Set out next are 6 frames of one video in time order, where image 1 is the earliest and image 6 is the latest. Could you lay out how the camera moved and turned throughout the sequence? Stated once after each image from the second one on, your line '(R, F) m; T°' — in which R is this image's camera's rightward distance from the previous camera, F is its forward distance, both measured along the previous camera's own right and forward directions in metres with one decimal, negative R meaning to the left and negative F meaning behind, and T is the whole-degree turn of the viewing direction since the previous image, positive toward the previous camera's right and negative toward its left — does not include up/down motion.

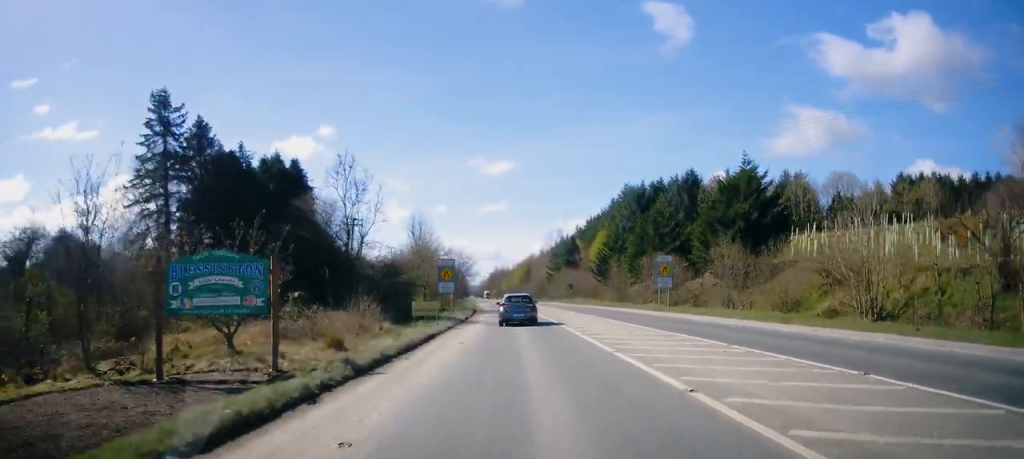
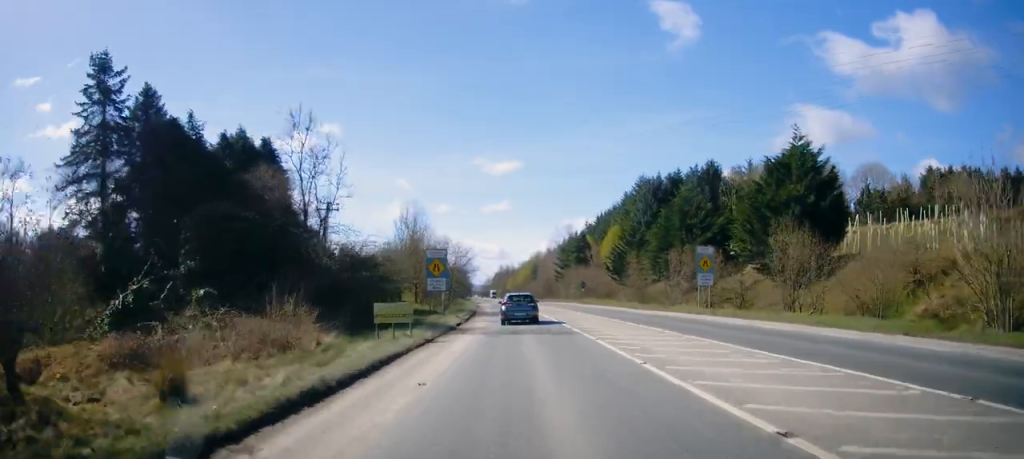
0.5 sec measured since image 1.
(+0.1, +8.6) m; 0°
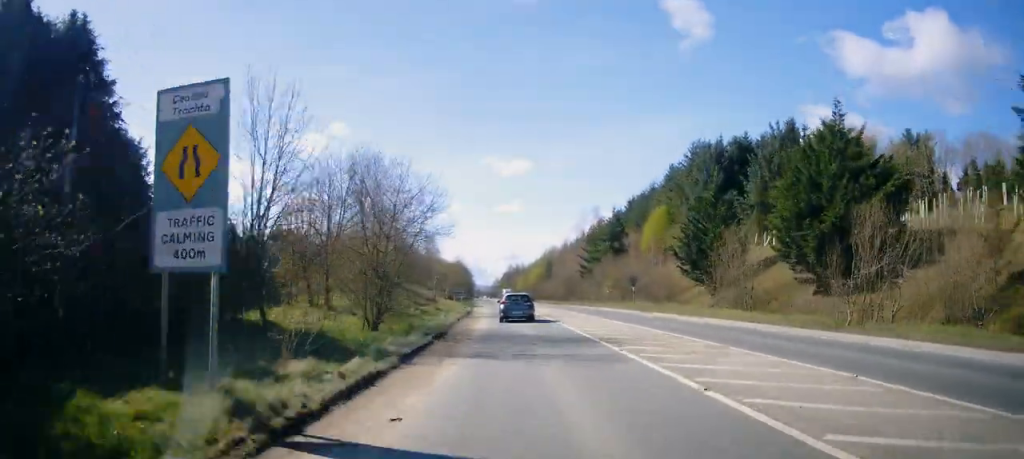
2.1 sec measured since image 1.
(-0.2, +27.2) m; -1°
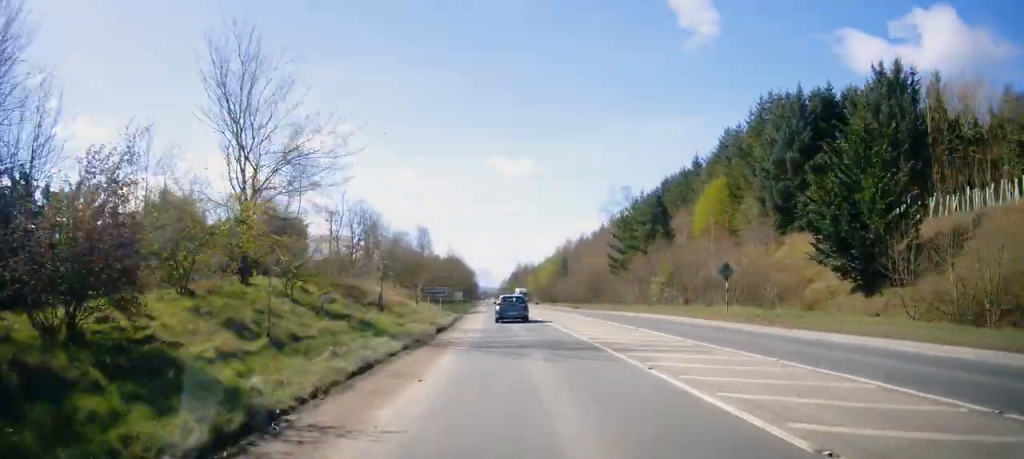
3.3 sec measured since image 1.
(0.0, +21.4) m; -1°
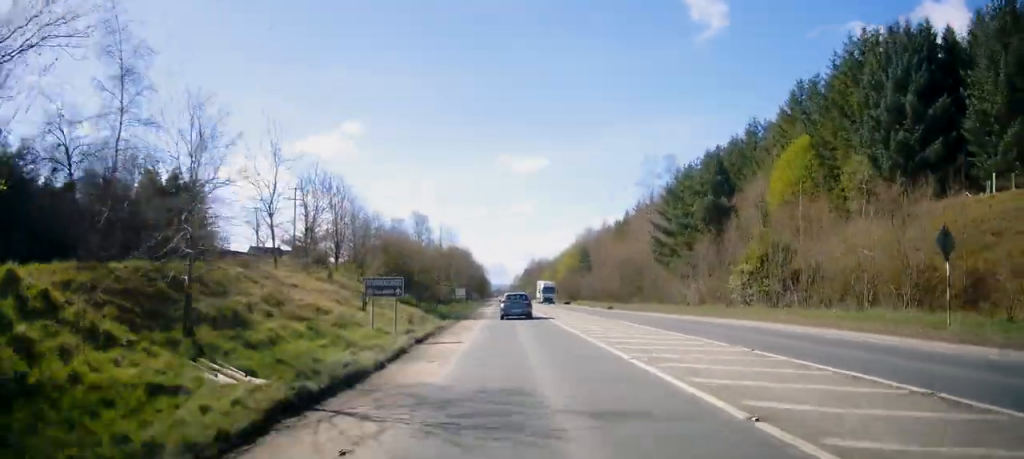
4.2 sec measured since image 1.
(-0.2, +16.6) m; -1°
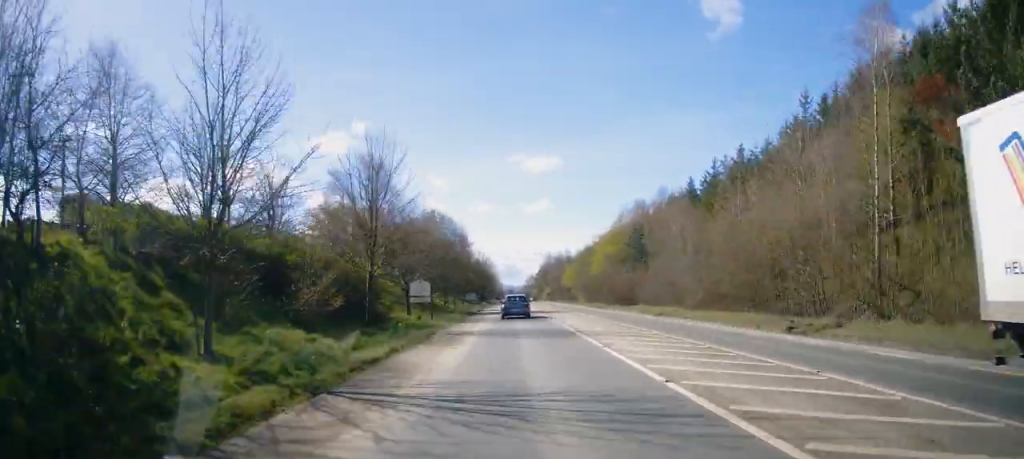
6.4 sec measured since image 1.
(-0.2, +38.7) m; 0°
